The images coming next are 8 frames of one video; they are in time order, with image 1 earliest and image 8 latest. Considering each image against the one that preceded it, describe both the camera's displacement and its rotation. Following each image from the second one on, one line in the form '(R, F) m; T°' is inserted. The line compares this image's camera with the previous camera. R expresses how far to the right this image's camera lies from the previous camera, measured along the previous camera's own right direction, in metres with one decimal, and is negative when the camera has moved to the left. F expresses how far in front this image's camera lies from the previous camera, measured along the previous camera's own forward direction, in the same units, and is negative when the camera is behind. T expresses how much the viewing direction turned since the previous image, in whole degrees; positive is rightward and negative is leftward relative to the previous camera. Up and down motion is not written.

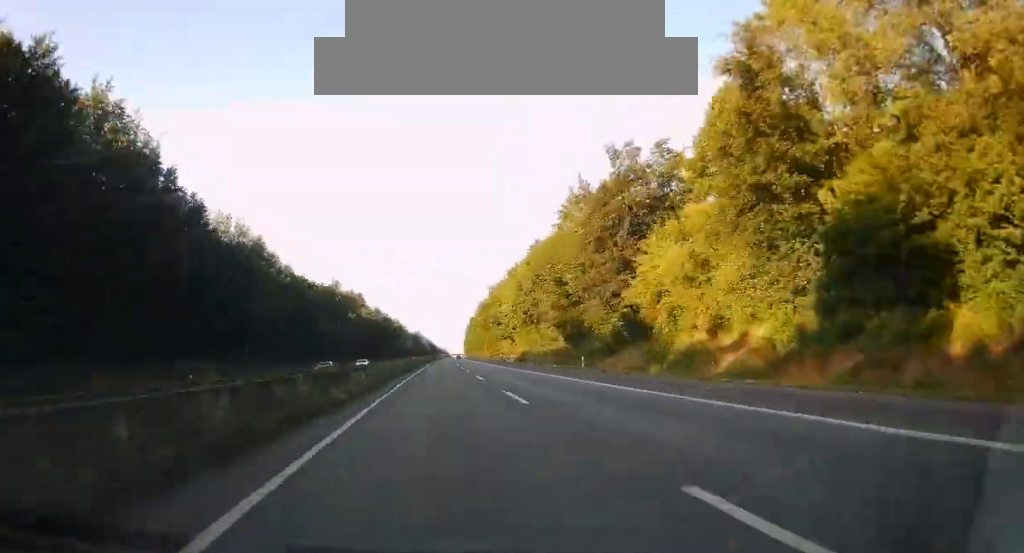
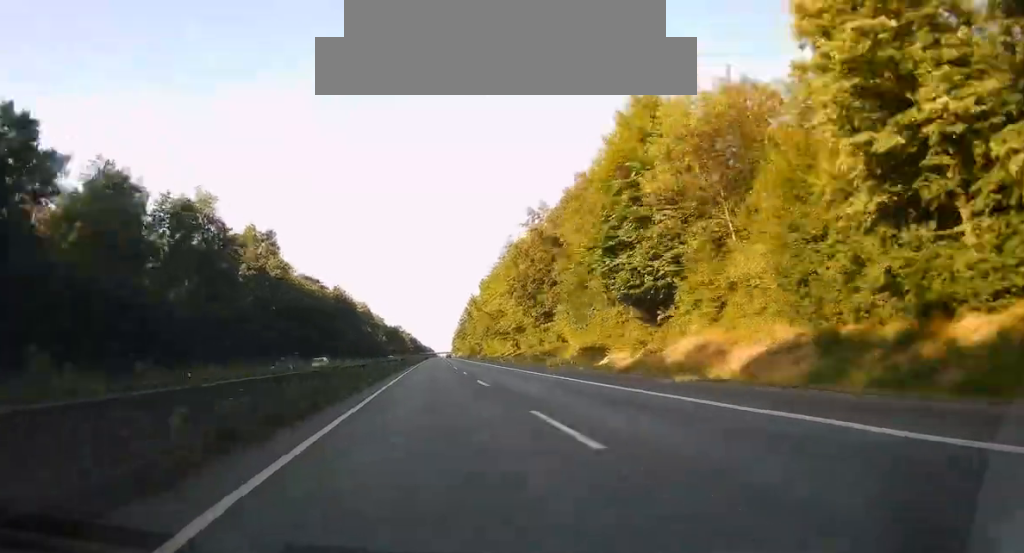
(+13.4, +181.5) m; +3°
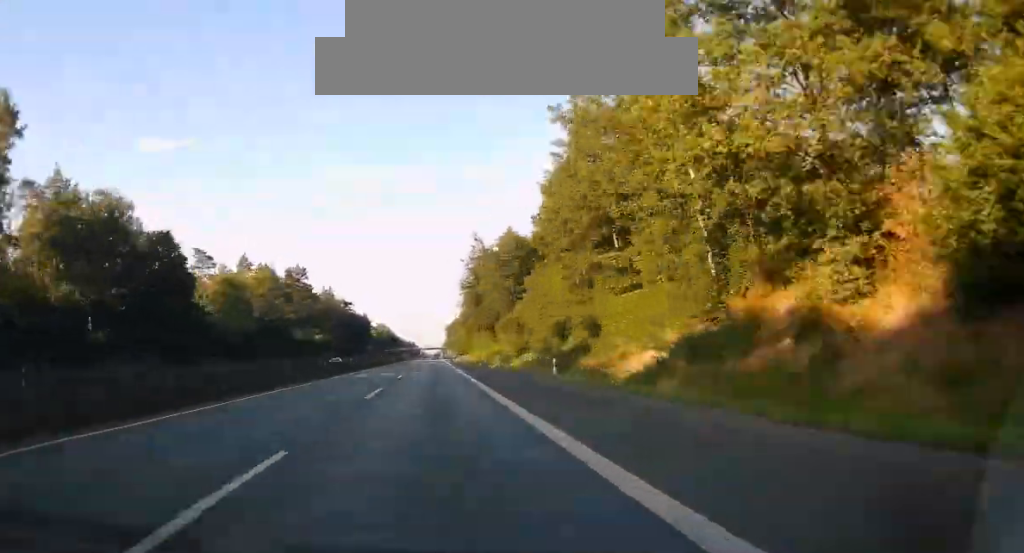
(+16.1, +321.8) m; +3°
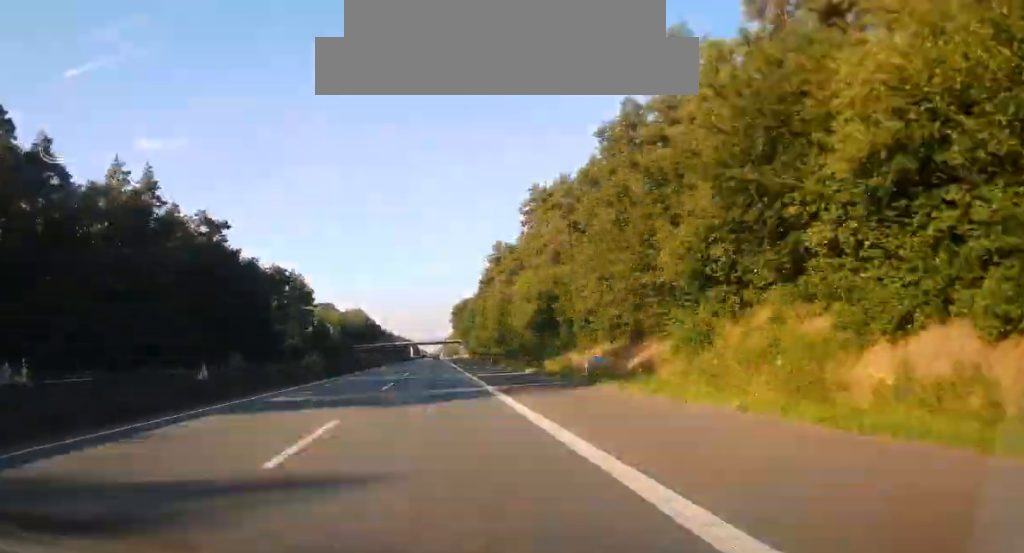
(-0.3, +122.9) m; -3°
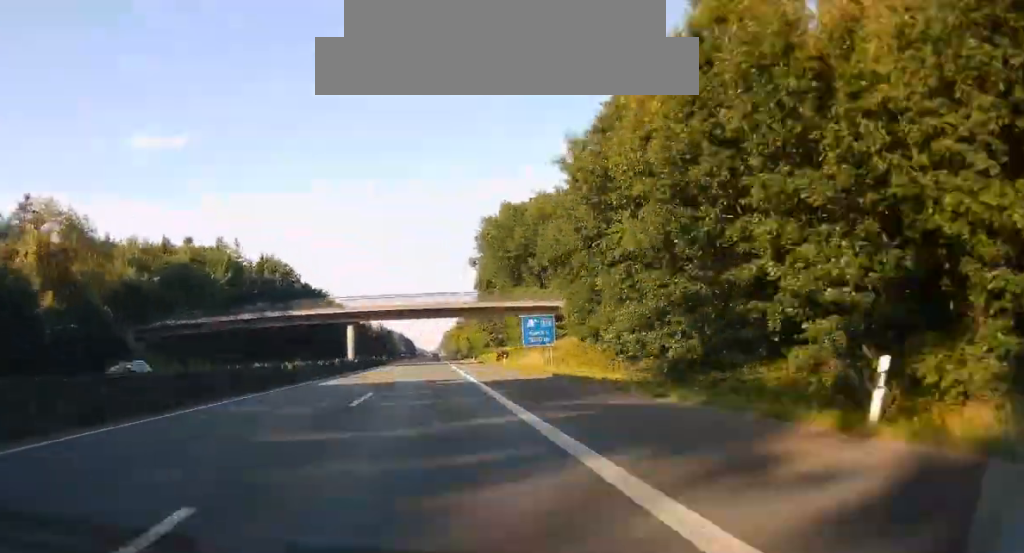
(-6.7, +128.3) m; +2°
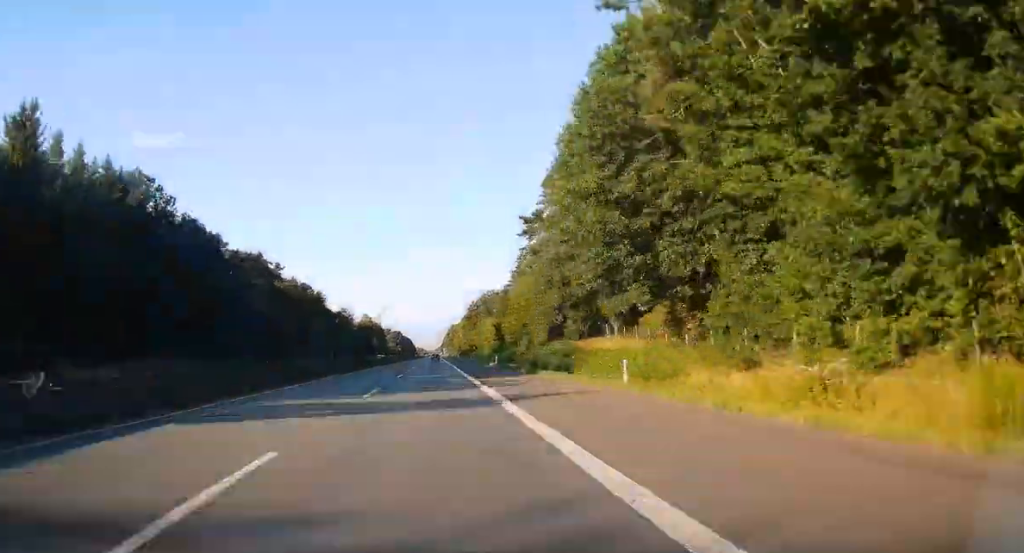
(+6.2, +105.3) m; +1°
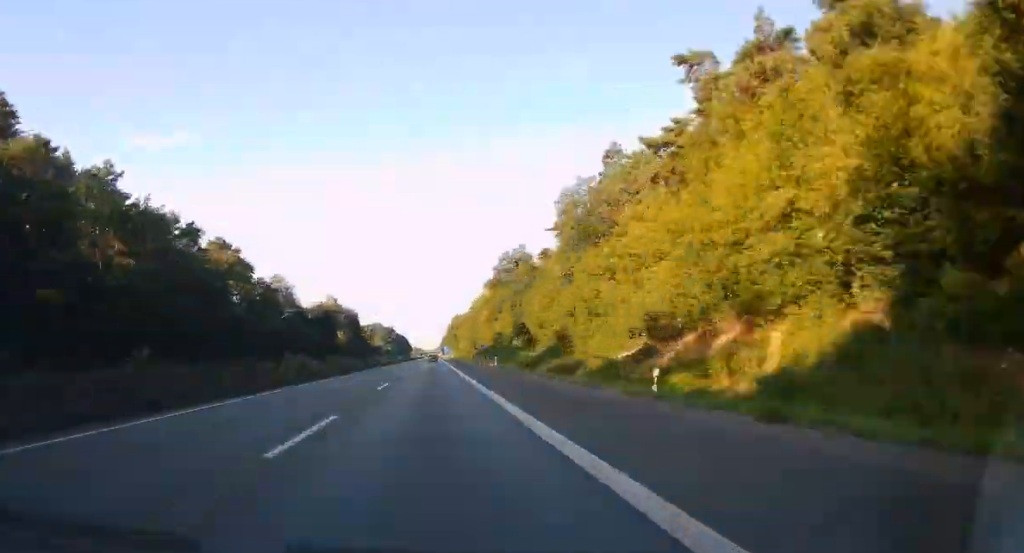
(+4.2, +121.0) m; +1°
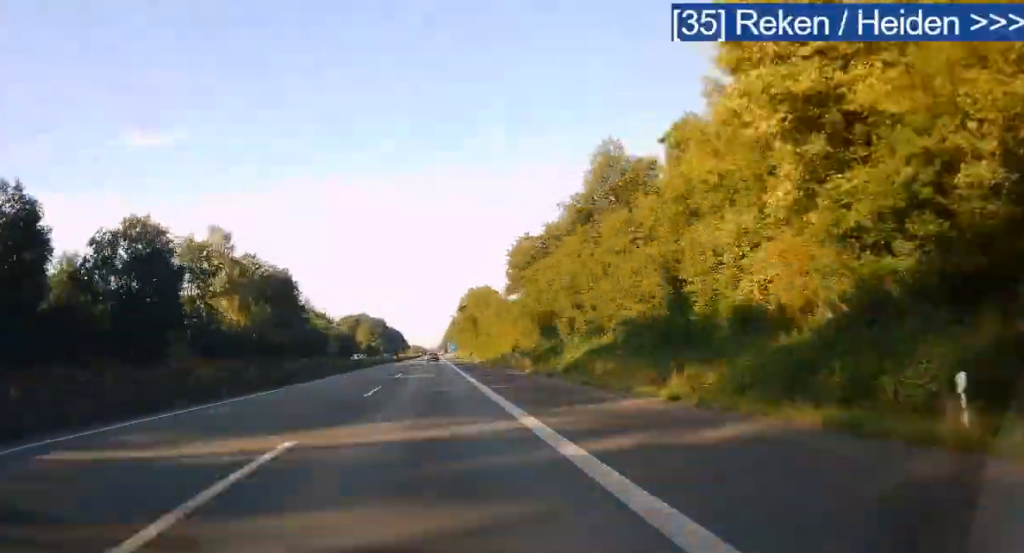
(-2.8, +117.6) m; -1°
